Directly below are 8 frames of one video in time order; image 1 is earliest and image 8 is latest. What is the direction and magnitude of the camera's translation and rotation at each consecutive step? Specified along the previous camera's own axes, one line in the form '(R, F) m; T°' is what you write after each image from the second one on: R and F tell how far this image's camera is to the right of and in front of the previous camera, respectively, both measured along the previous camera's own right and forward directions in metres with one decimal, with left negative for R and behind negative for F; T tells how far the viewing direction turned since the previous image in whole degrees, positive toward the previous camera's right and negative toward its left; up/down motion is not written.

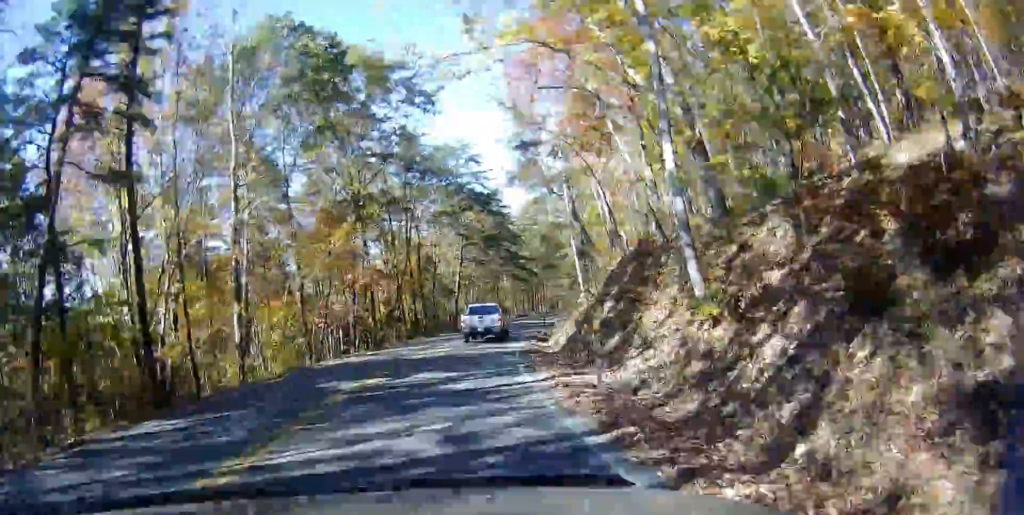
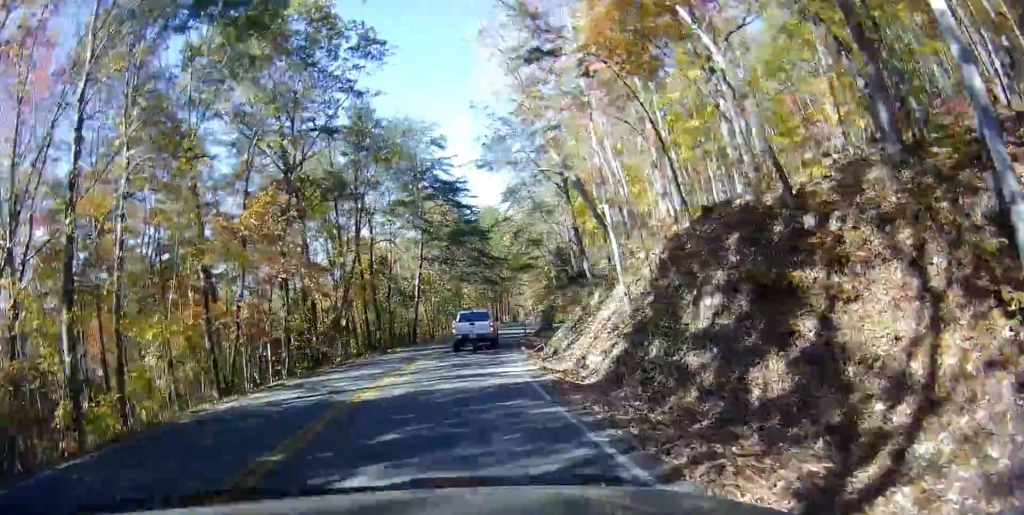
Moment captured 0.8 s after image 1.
(+0.5, +8.5) m; +3°
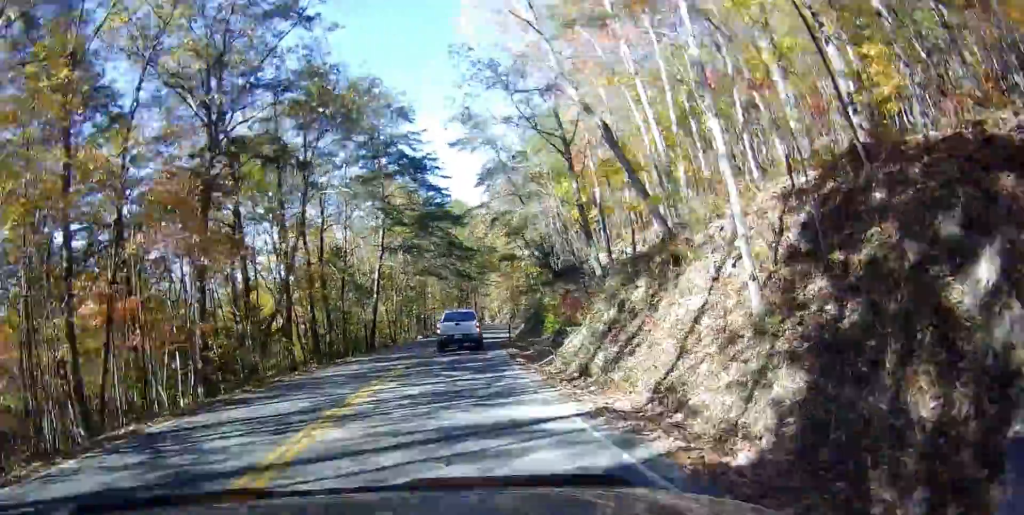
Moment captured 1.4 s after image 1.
(+0.1, +7.0) m; +2°
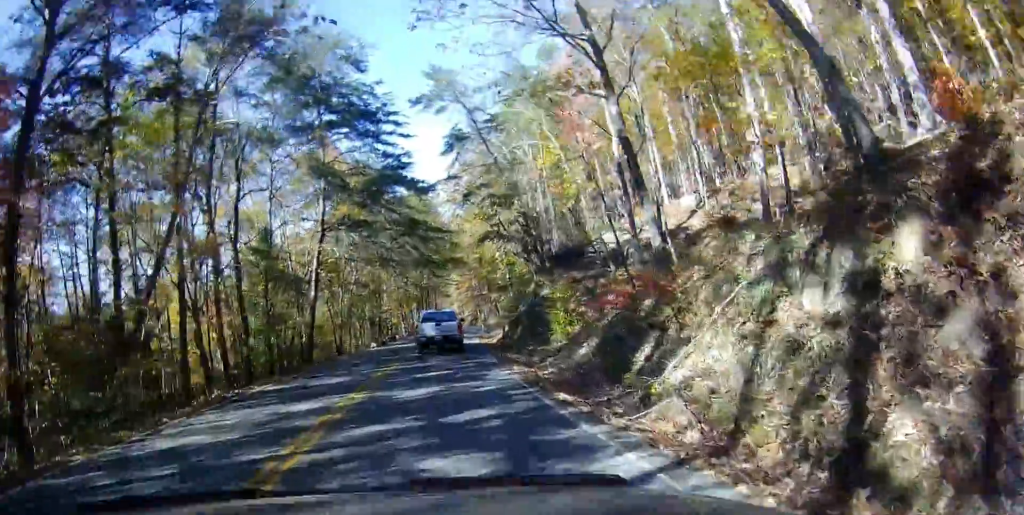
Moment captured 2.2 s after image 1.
(+0.1, +9.3) m; +3°
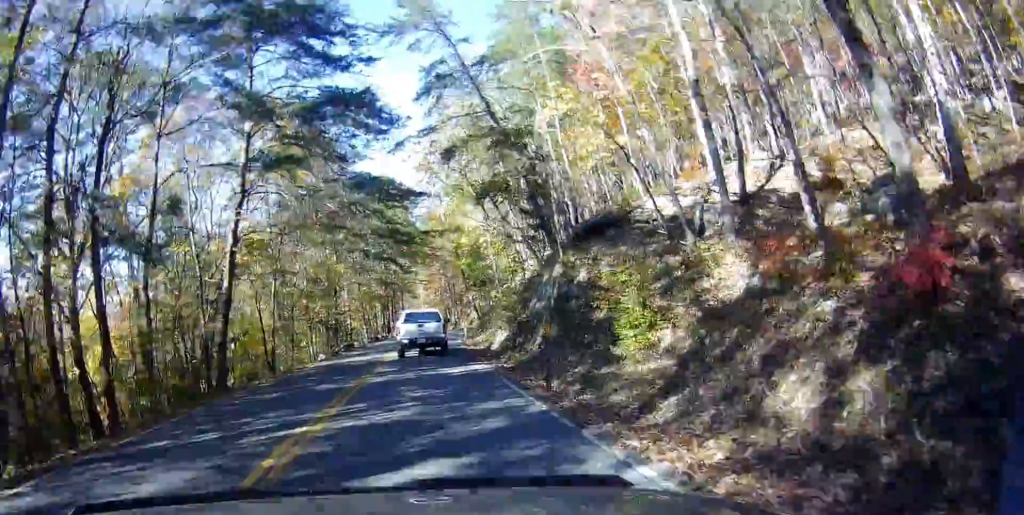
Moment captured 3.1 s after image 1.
(+0.3, +9.4) m; +5°
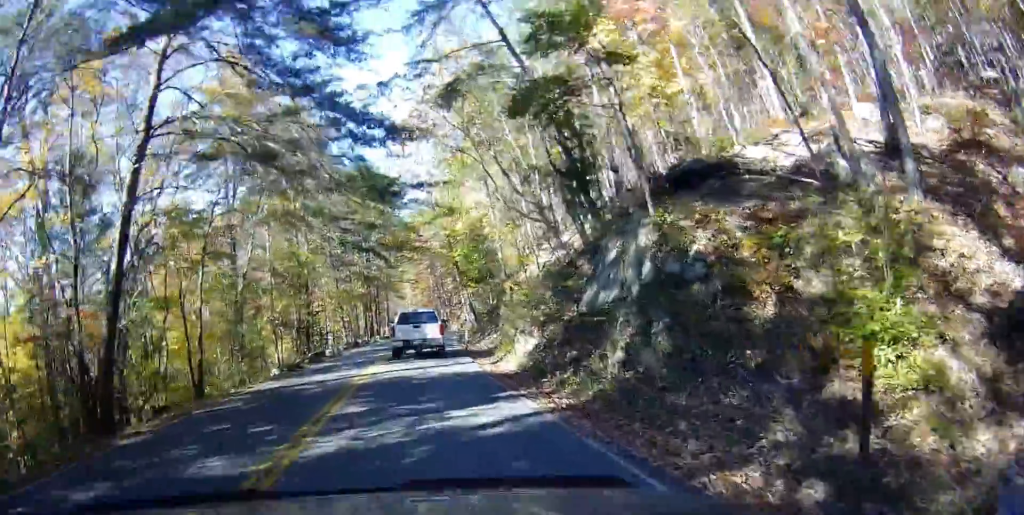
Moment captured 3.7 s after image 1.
(+0.4, +7.4) m; +2°
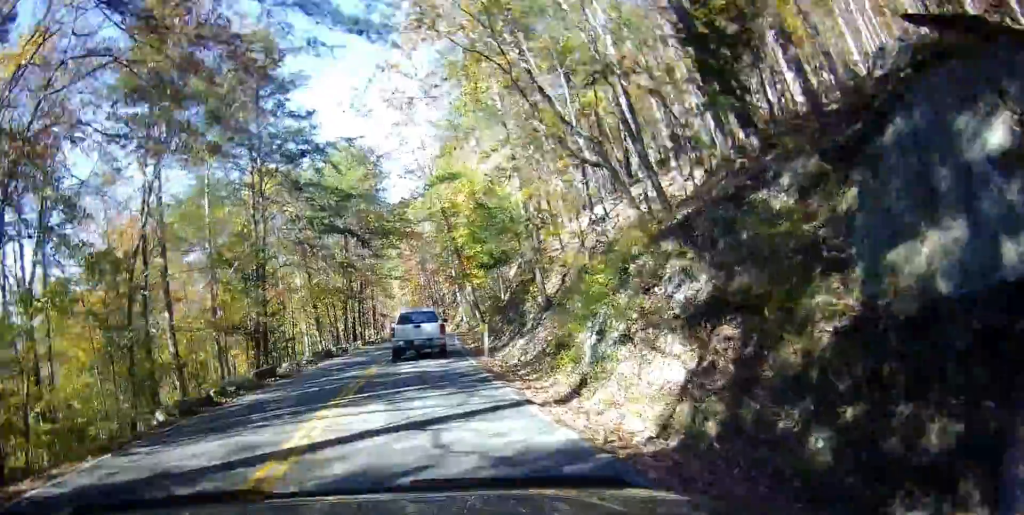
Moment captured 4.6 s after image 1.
(+0.2, +9.9) m; +3°
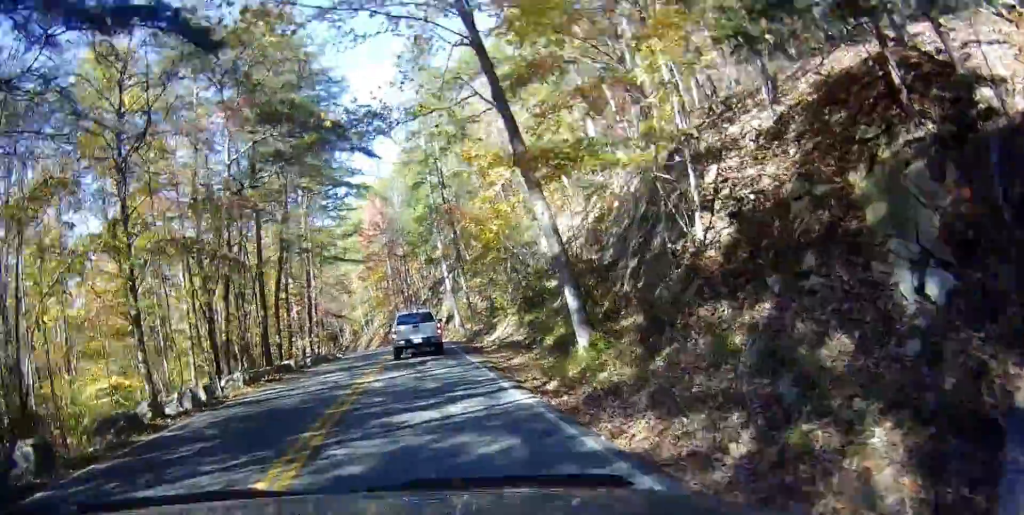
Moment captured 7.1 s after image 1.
(+1.4, +27.2) m; +1°
